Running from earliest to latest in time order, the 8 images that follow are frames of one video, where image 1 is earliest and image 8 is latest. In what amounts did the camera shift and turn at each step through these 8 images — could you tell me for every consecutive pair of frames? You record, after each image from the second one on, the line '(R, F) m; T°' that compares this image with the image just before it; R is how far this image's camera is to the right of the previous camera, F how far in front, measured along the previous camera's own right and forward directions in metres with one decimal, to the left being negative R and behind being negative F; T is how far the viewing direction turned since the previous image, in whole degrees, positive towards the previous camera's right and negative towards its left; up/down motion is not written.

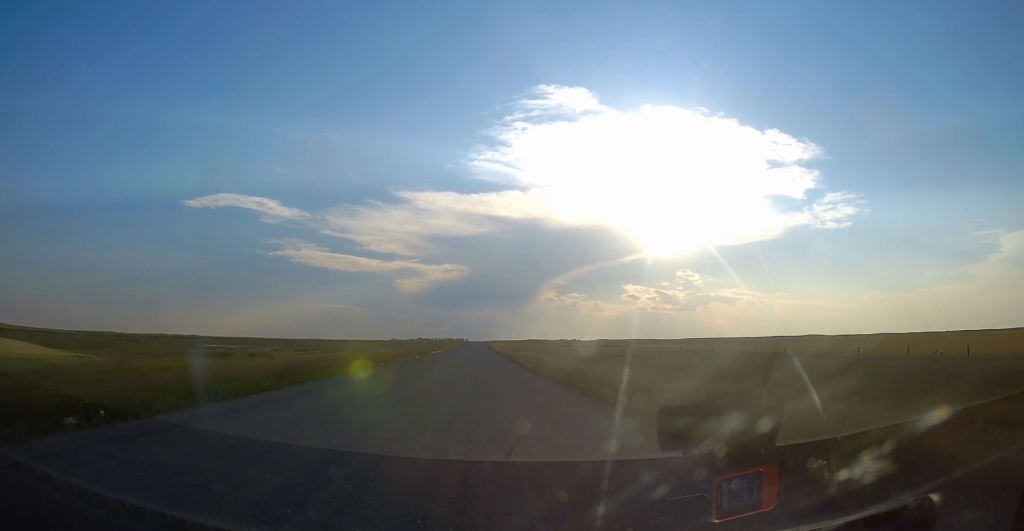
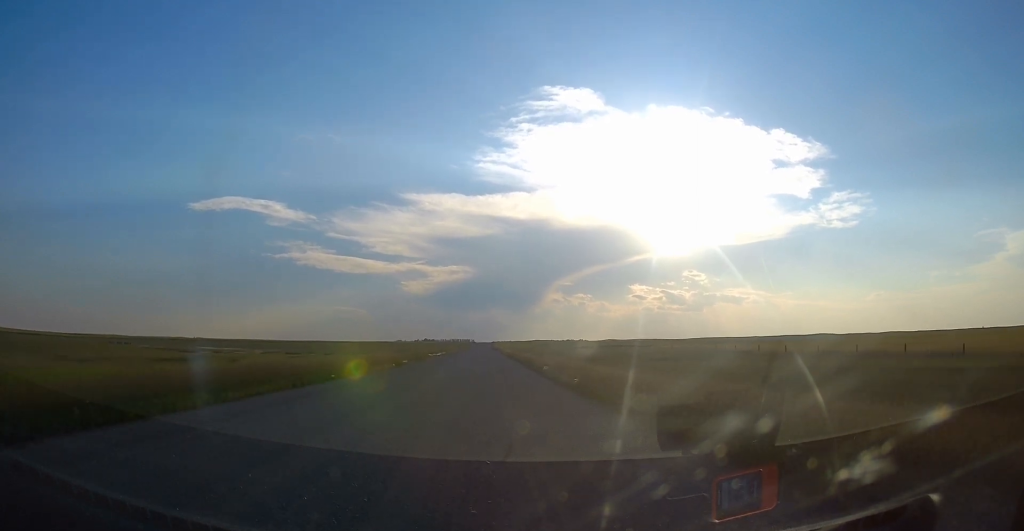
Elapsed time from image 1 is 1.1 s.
(0.0, +17.6) m; 0°
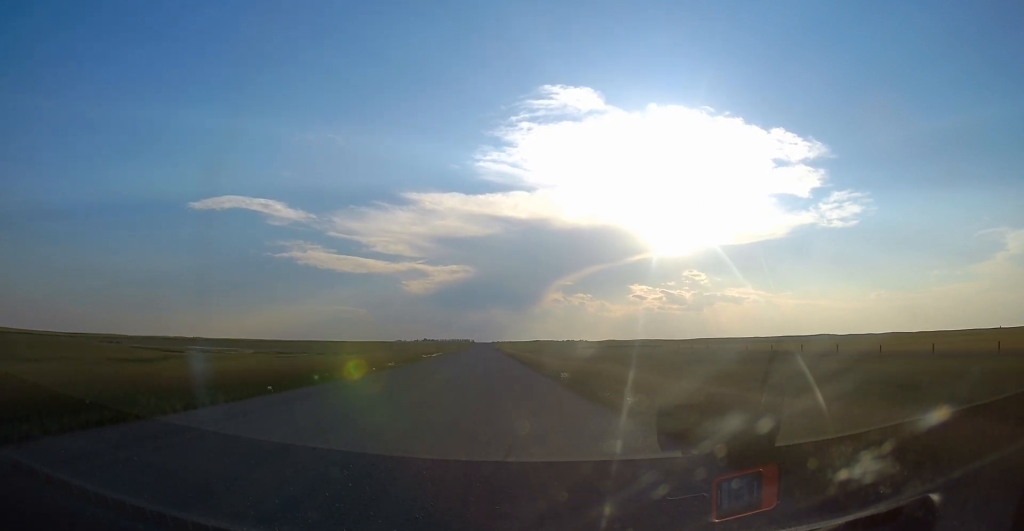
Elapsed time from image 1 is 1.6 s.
(0.0, +9.3) m; 0°
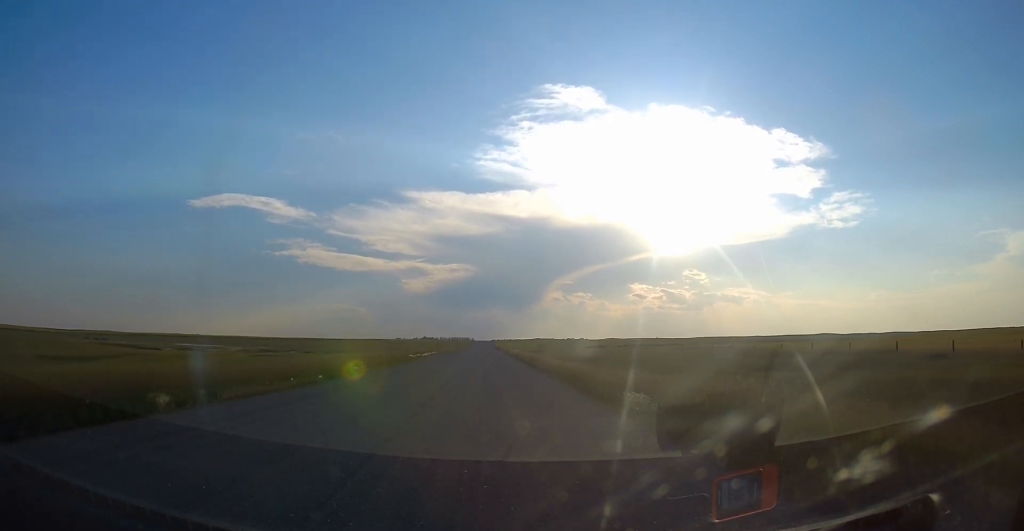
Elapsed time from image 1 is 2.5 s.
(0.0, +14.1) m; 0°
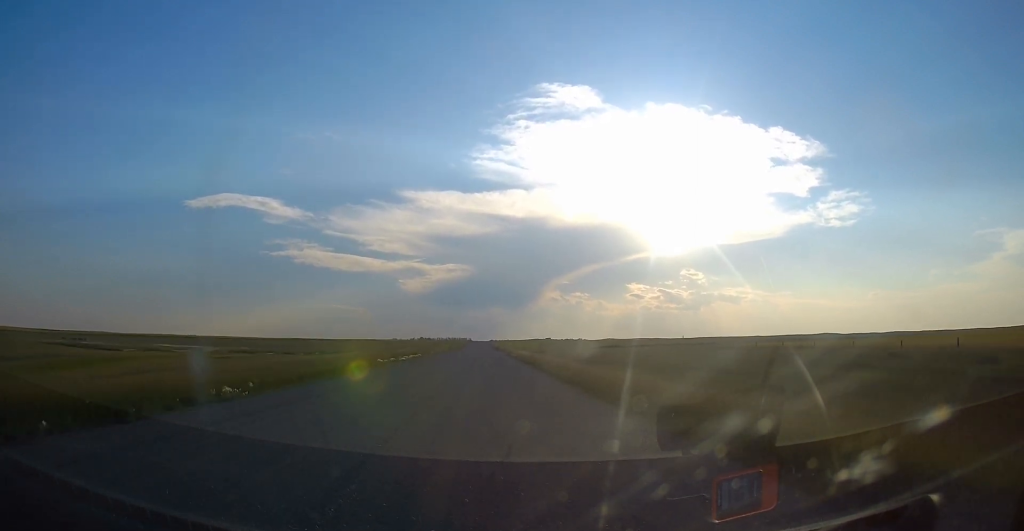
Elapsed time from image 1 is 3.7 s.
(+0.2, +18.9) m; +1°
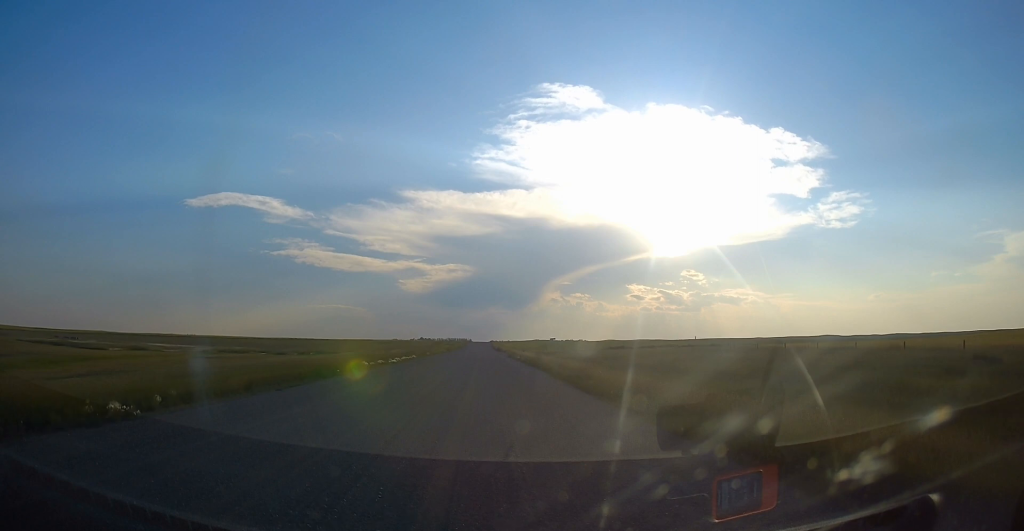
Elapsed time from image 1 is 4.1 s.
(+0.2, +6.5) m; 0°
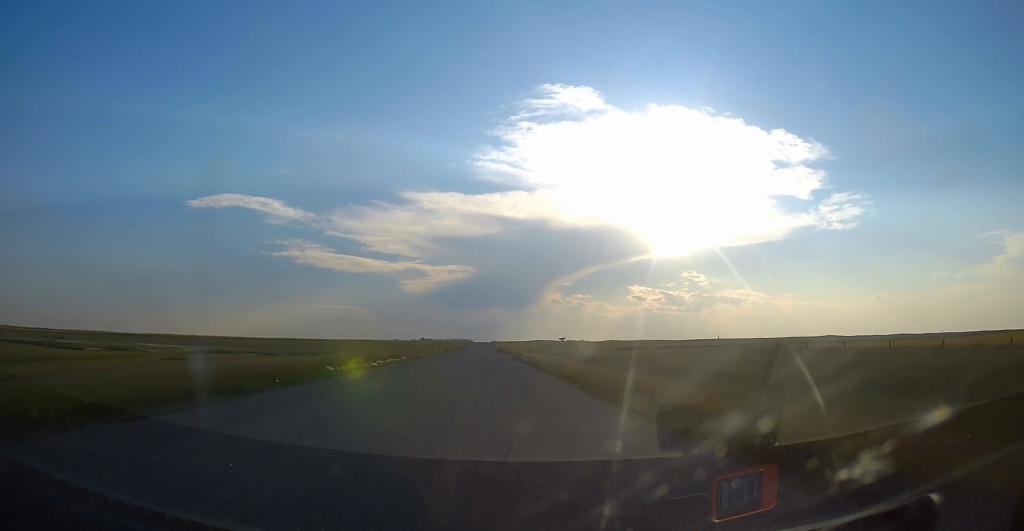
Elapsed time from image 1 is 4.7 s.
(-0.1, +10.3) m; -1°
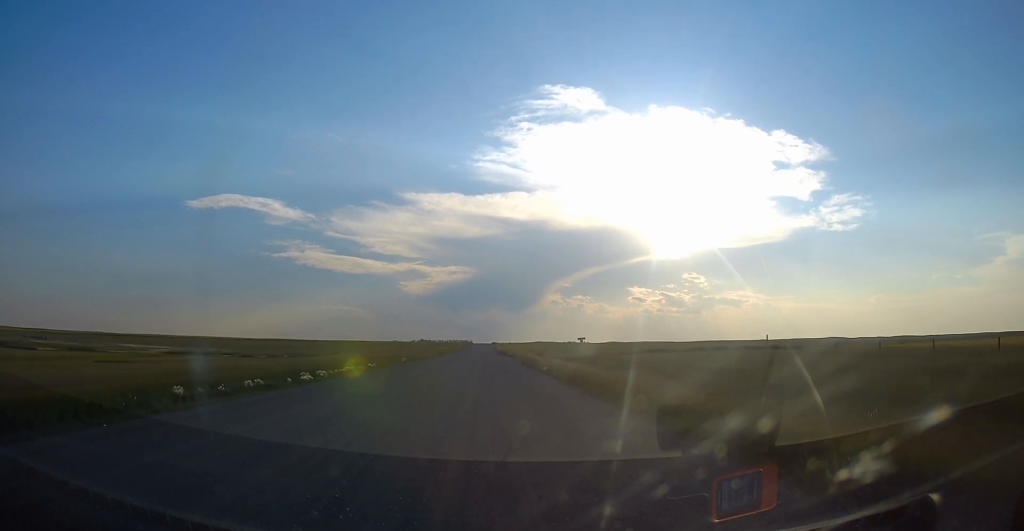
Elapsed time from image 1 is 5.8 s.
(-0.3, +17.3) m; -1°
